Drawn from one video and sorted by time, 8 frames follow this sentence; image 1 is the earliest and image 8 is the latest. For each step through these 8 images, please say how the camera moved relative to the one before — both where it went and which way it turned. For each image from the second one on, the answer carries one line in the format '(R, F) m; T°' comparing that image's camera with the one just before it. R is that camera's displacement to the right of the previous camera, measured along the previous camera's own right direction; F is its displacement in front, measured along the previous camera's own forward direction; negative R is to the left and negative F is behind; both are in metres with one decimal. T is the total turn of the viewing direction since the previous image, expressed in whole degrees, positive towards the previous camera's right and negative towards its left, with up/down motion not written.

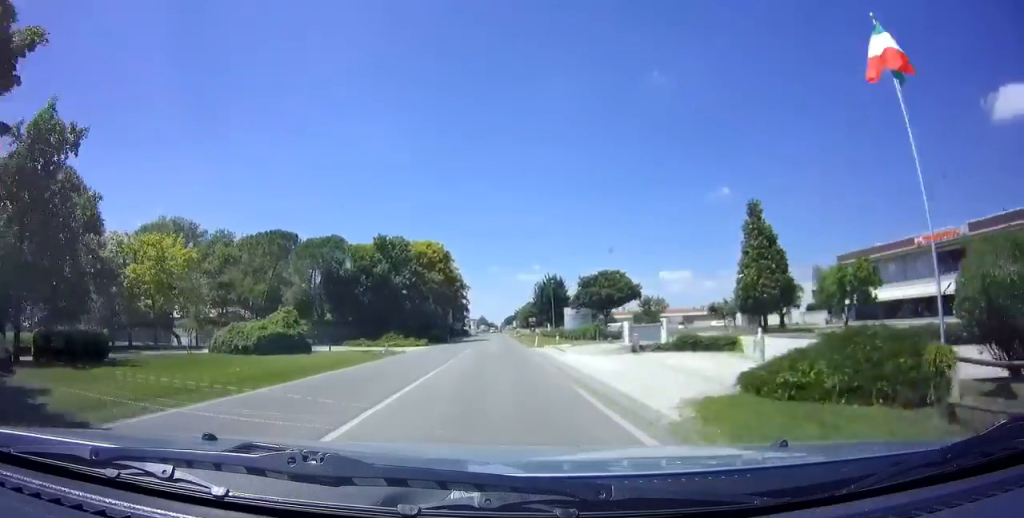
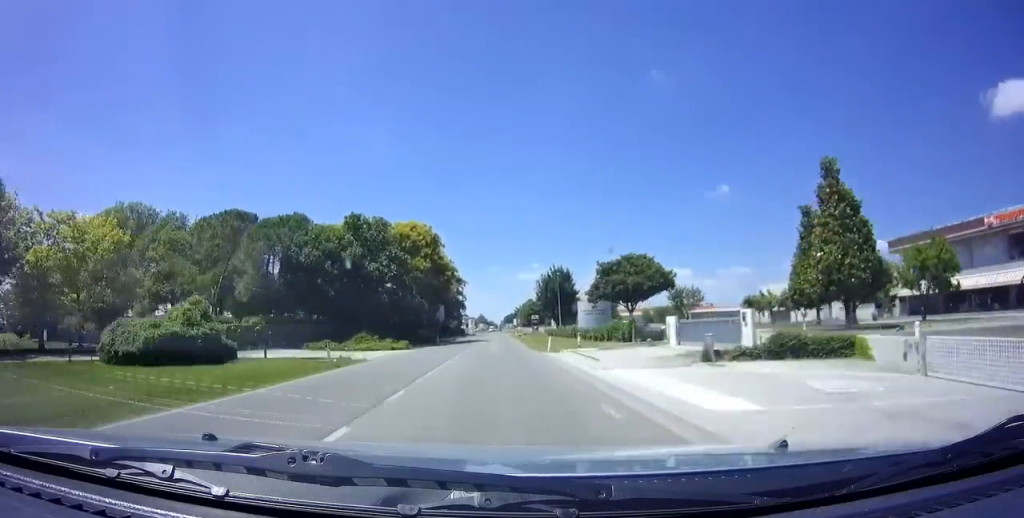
(0.0, +10.1) m; 0°
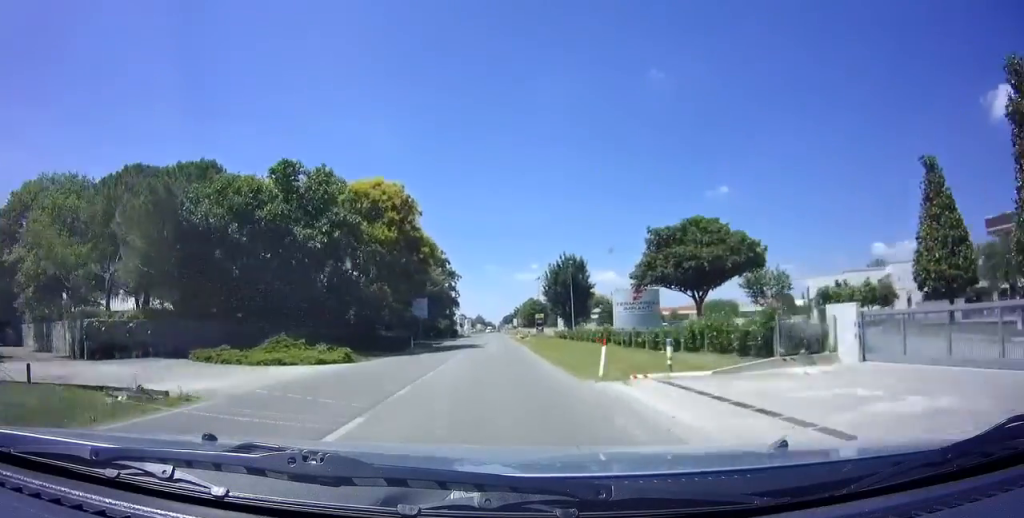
(0.0, +15.5) m; 0°
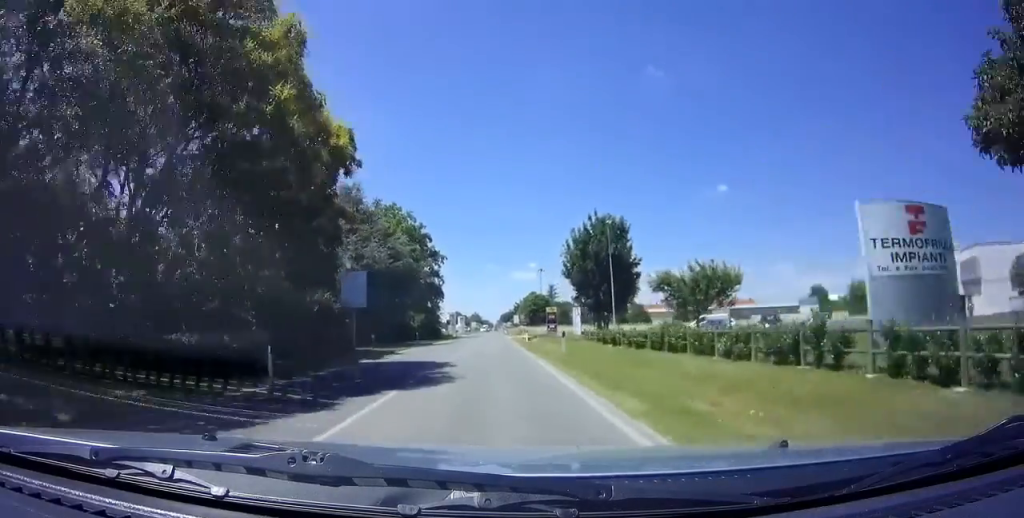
(0.0, +23.2) m; 0°
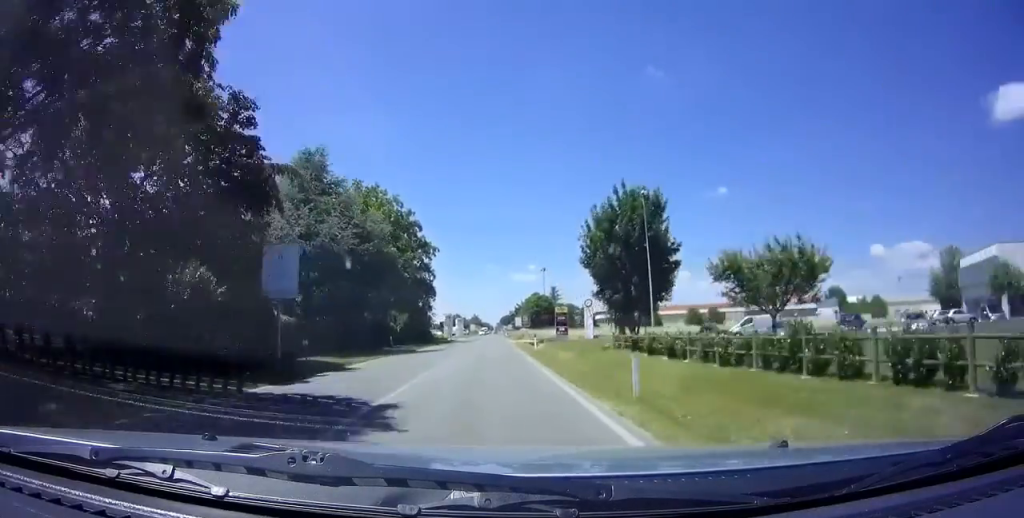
(0.0, +10.8) m; 0°
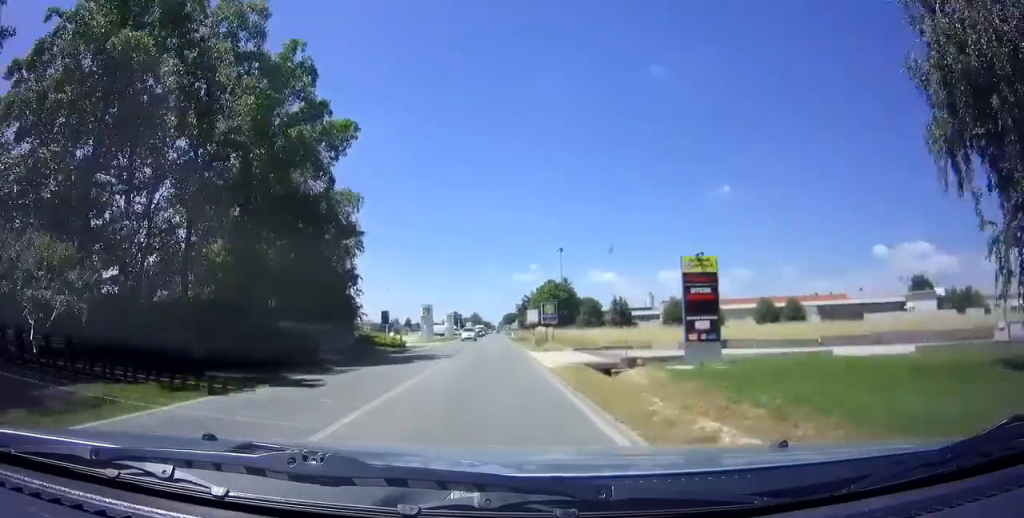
(+0.1, +37.5) m; 0°
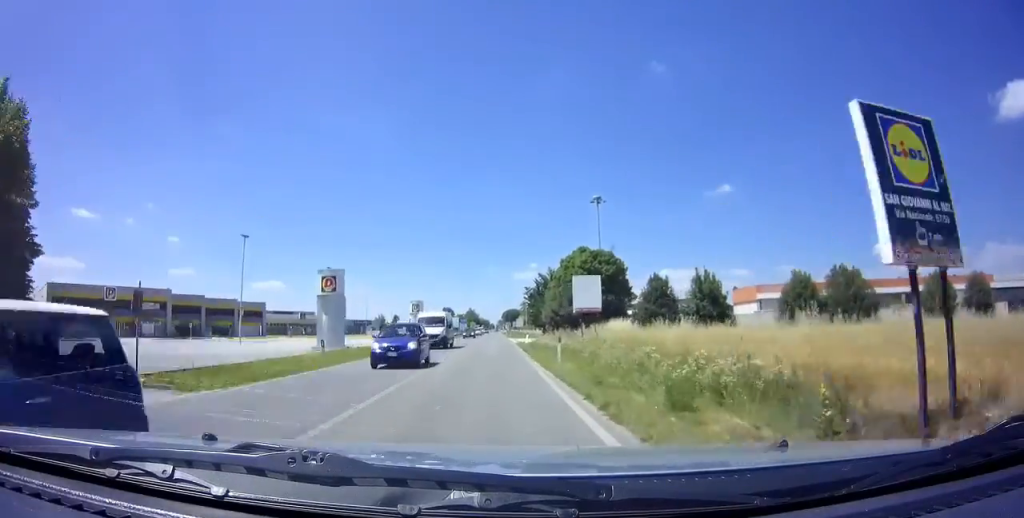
(0.0, +47.2) m; 0°
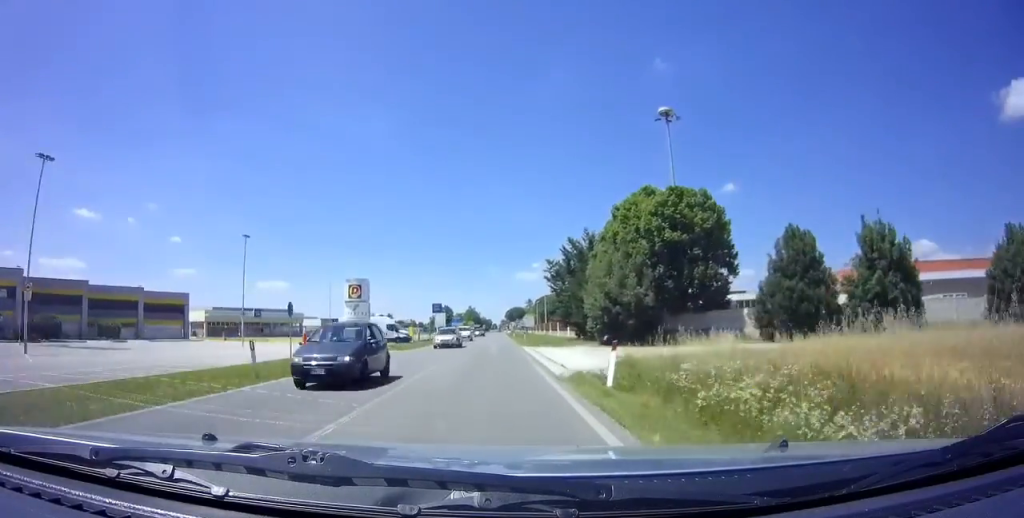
(0.0, +32.6) m; 0°
